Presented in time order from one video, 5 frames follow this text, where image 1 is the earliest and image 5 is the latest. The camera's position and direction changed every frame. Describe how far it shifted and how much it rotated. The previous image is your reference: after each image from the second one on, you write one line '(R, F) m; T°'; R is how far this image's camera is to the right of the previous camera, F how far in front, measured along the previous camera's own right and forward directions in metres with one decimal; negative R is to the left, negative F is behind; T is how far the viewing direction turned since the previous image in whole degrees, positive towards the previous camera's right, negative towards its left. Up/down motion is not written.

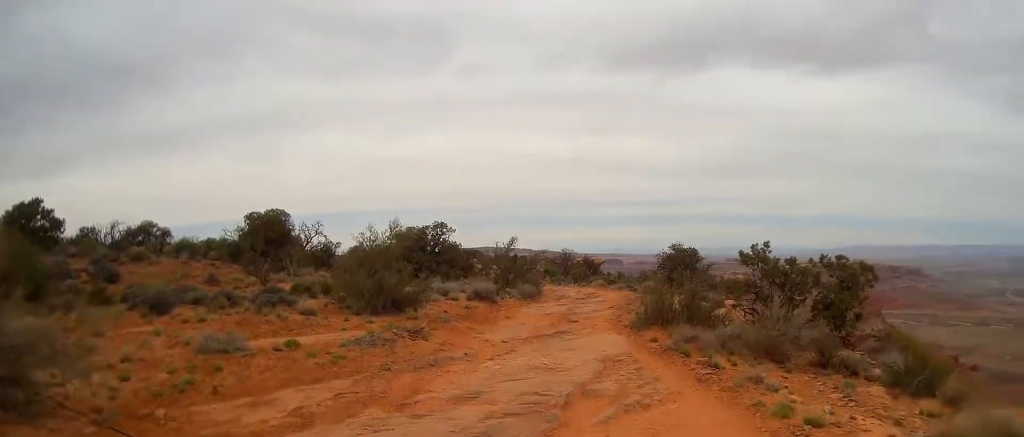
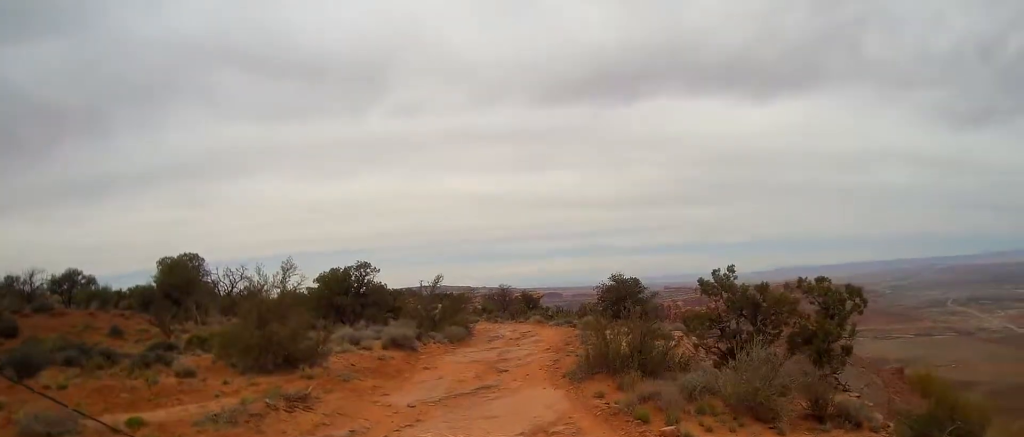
(+0.4, +2.5) m; +3°
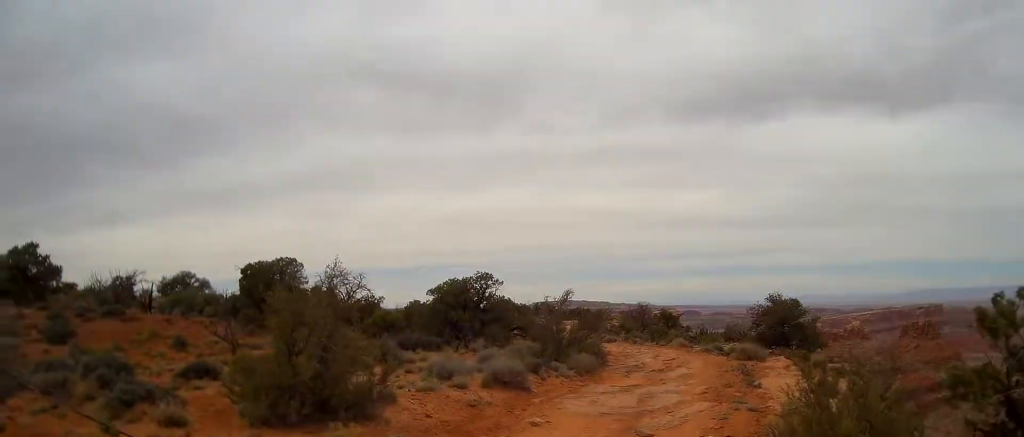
(-0.8, +4.6) m; -11°
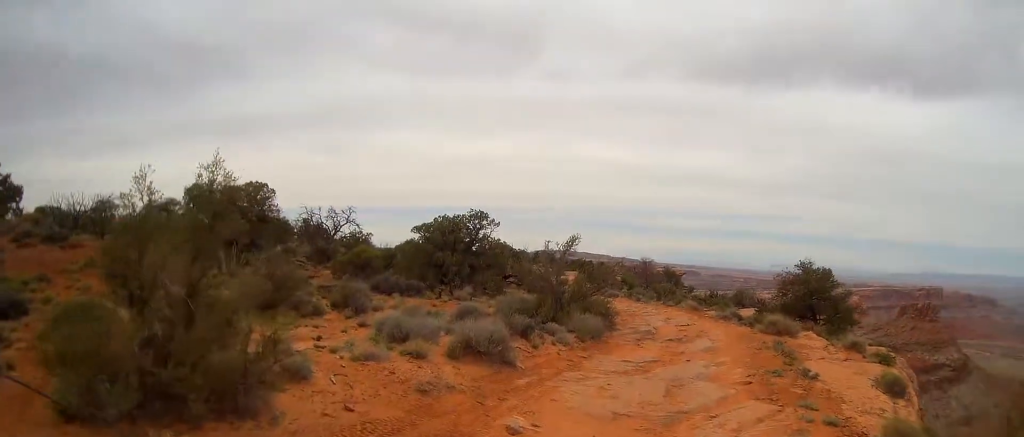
(+0.1, +3.5) m; +2°
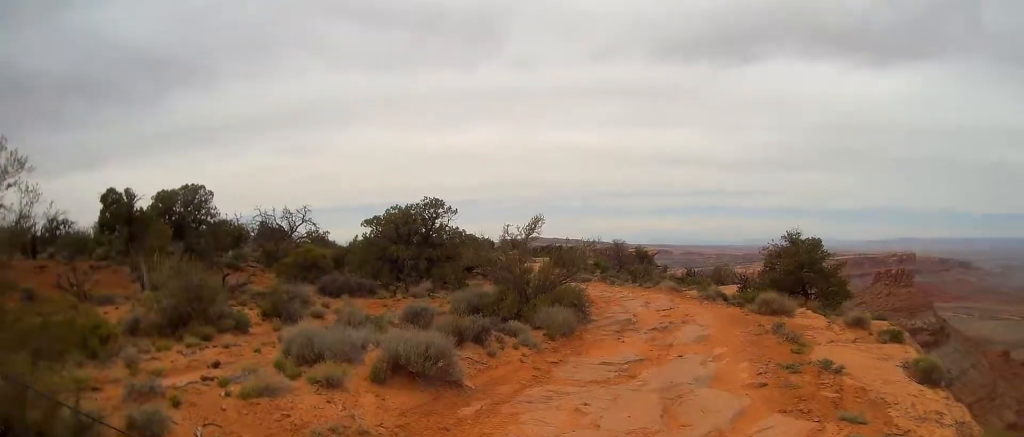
(+0.1, +2.2) m; -3°
